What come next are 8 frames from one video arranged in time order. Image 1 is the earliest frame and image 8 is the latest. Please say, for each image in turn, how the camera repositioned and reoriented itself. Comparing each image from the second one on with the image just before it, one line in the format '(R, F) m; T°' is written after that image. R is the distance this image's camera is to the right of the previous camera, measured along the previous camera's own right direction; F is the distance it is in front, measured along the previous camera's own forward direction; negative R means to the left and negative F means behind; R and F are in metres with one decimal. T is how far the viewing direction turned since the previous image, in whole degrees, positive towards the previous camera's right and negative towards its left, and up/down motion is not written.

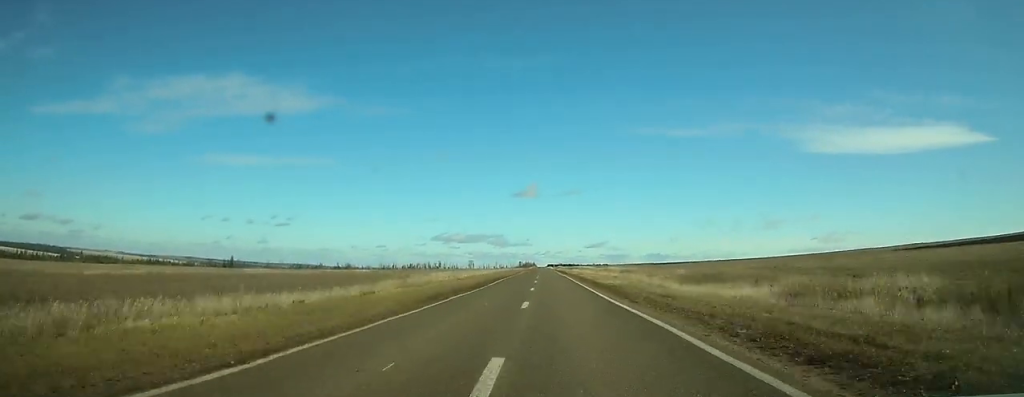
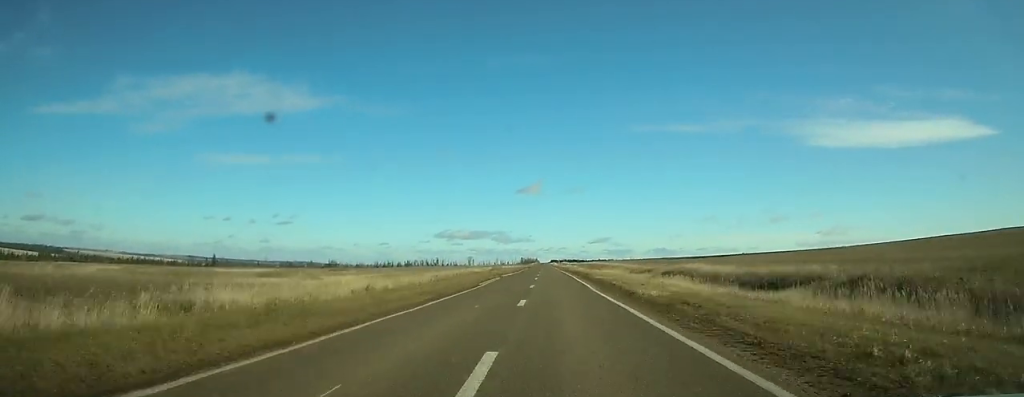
(+0.3, +55.8) m; 0°
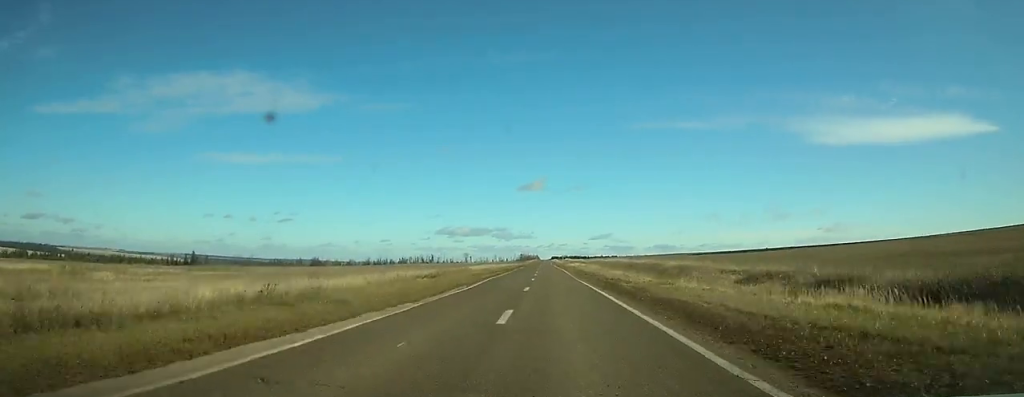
(+0.1, +52.3) m; 0°
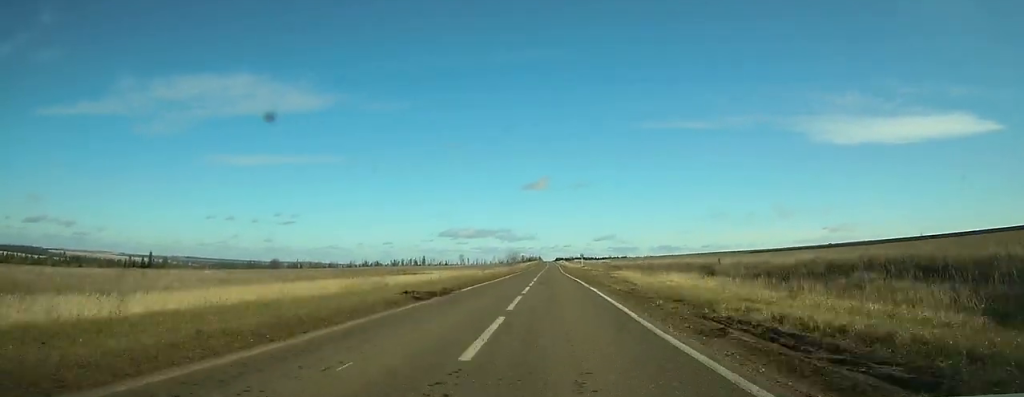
(-0.4, +99.6) m; 0°
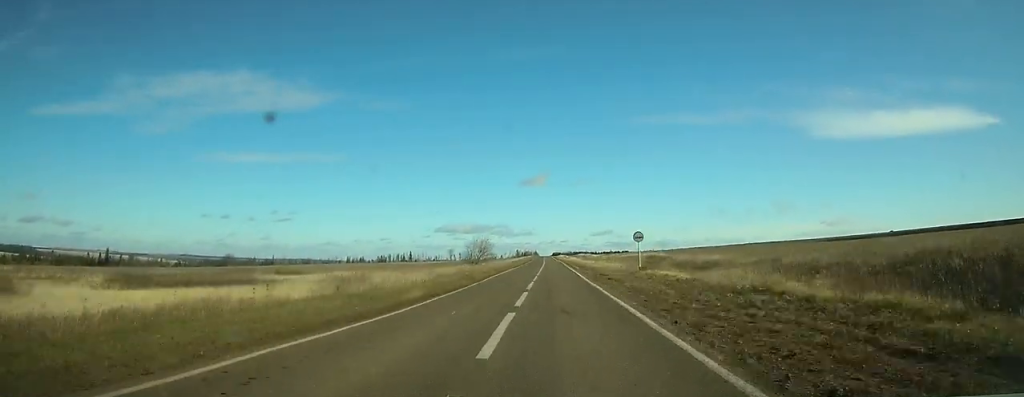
(0.0, +76.6) m; 0°
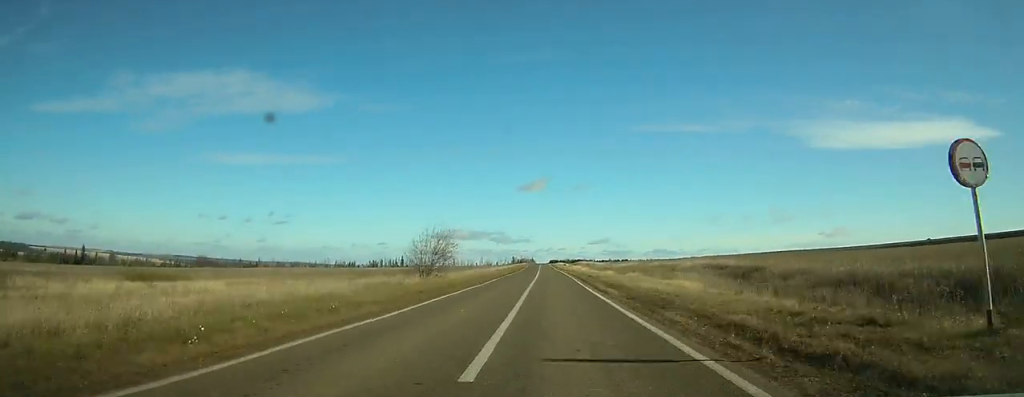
(0.0, +36.6) m; 0°
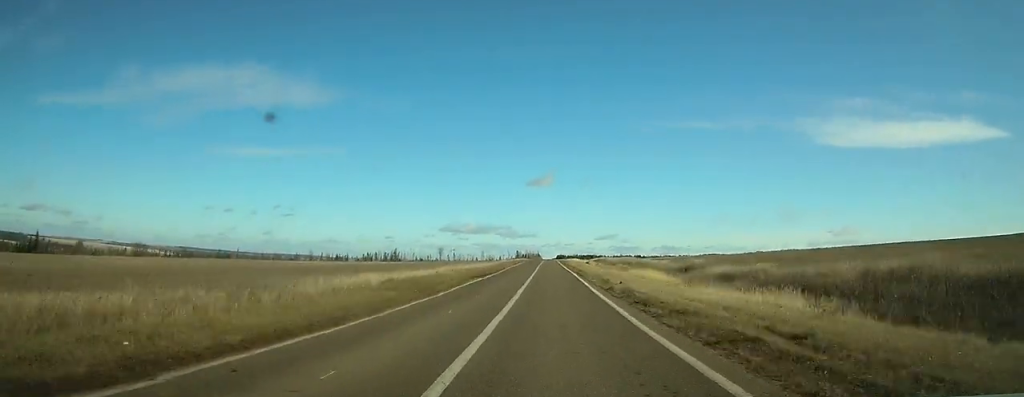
(+0.4, +85.3) m; 0°
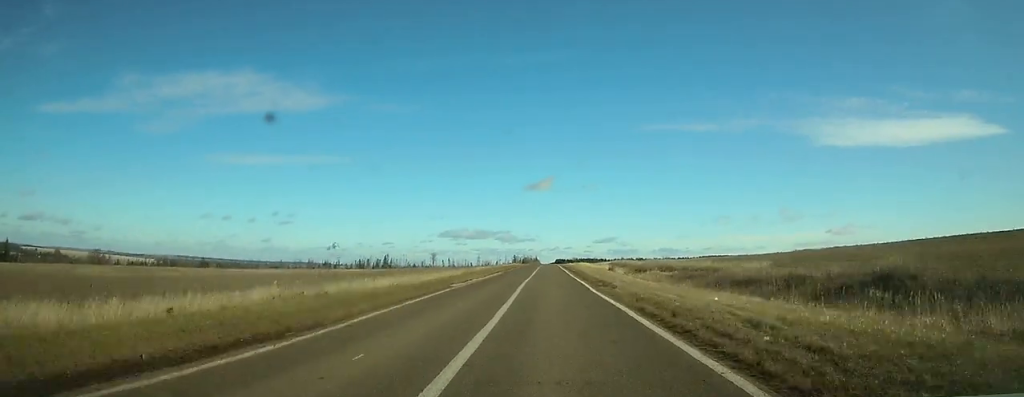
(-0.1, +38.4) m; 0°
